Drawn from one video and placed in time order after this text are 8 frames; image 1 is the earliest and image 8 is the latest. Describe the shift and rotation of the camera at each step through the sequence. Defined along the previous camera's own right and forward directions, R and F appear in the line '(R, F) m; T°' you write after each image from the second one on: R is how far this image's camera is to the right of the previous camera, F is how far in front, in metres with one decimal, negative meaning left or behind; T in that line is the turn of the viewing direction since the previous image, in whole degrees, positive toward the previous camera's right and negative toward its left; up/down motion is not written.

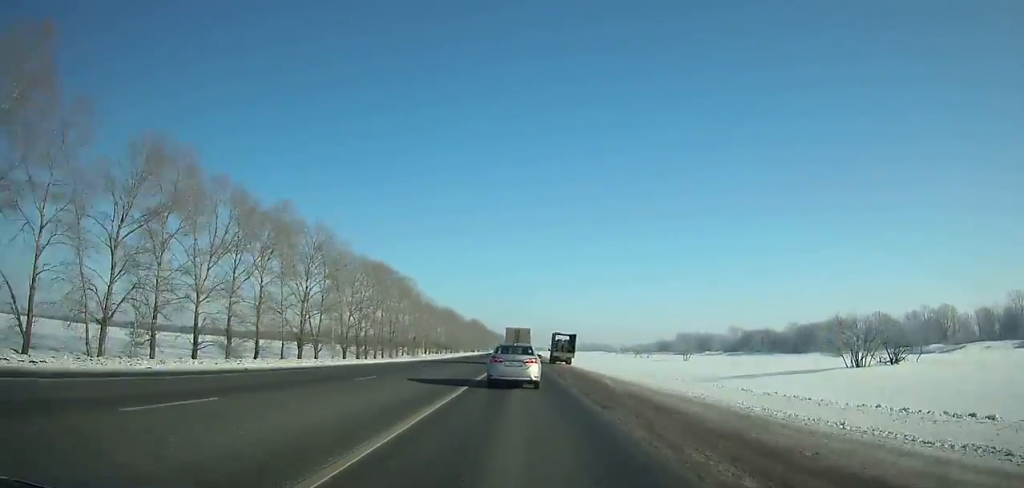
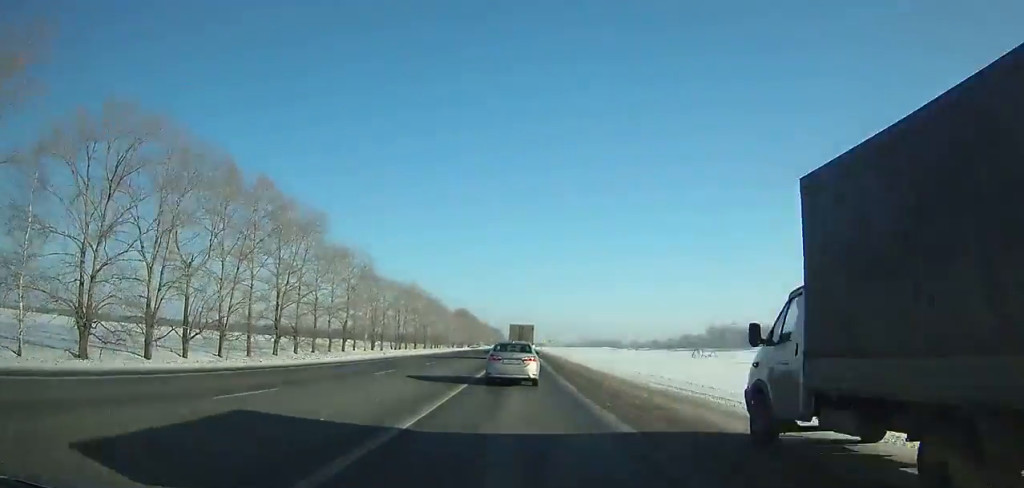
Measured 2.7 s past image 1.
(0.0, +57.2) m; 0°
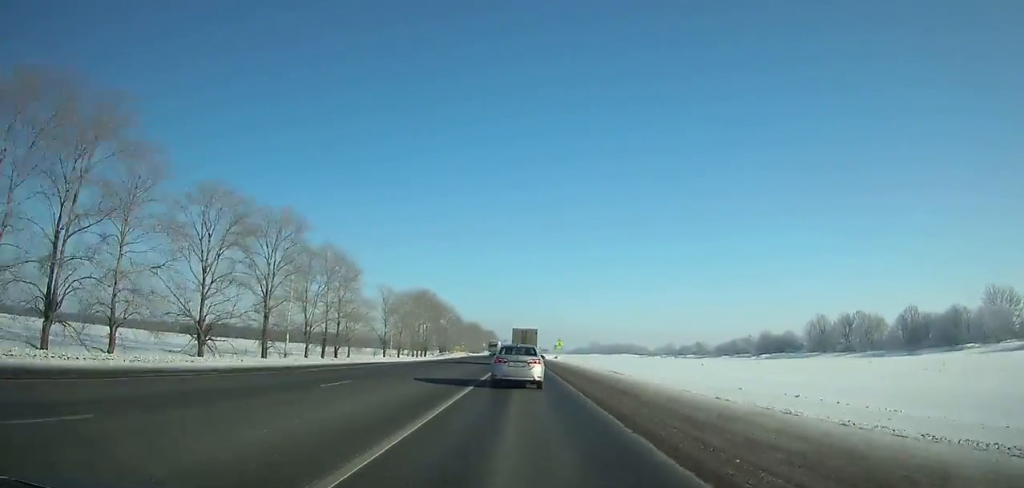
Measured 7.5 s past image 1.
(+0.2, +101.7) m; 0°
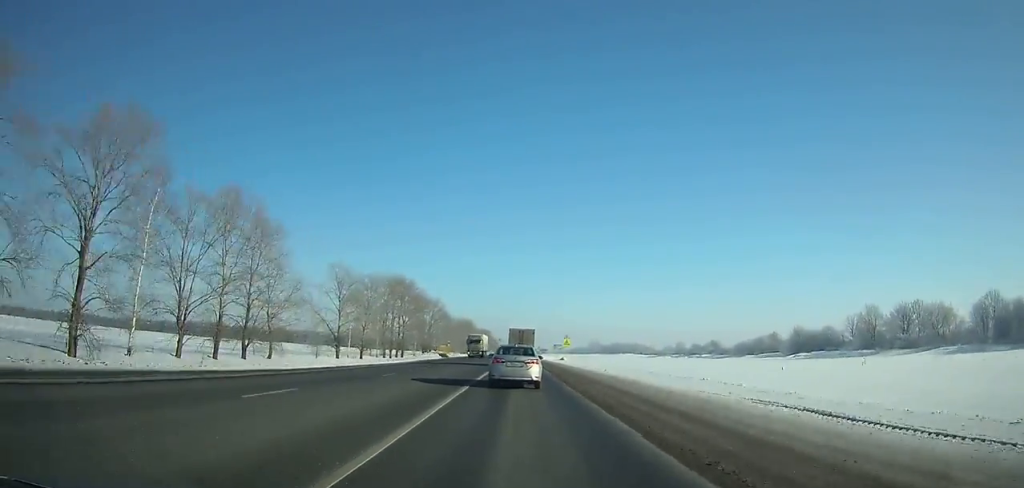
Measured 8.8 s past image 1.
(0.0, +27.5) m; 0°
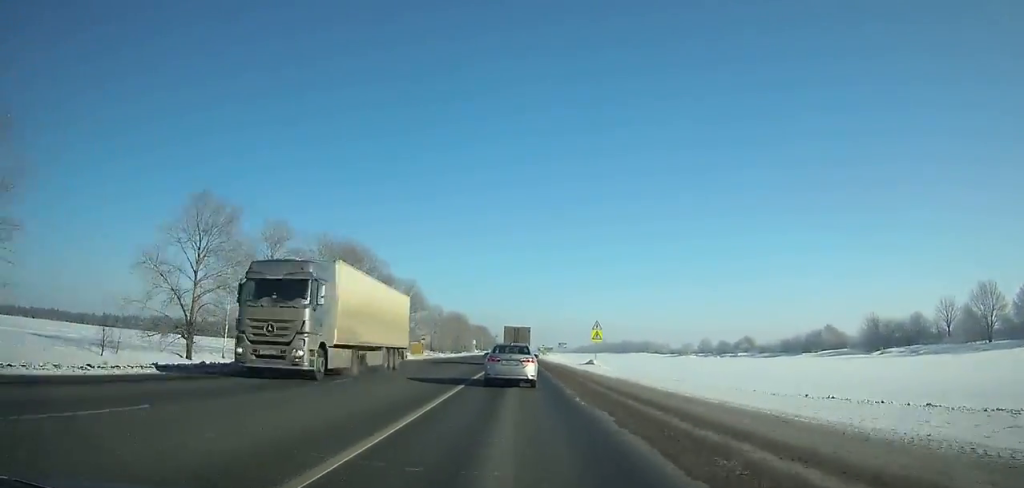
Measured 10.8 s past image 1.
(0.0, +42.0) m; 0°
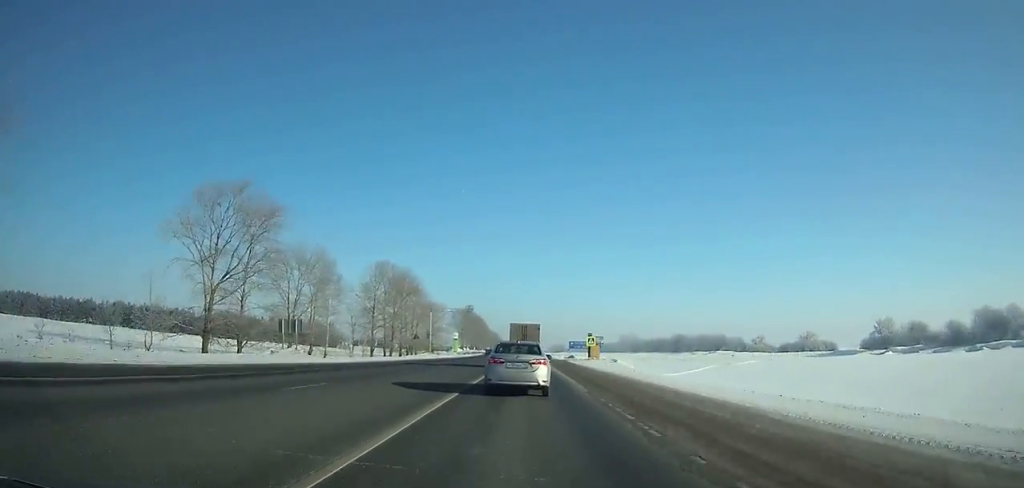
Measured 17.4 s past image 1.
(-0.5, +131.8) m; 0°
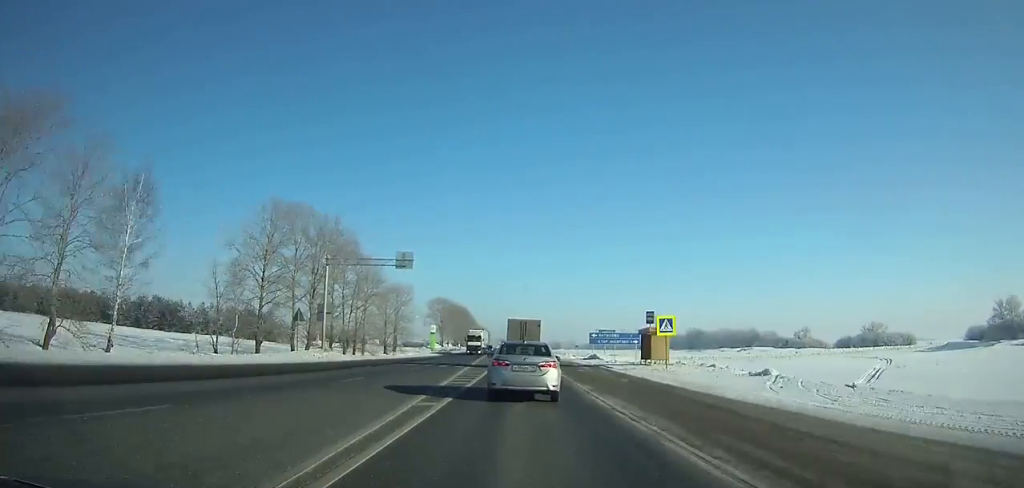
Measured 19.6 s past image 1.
(-0.1, +39.8) m; 0°
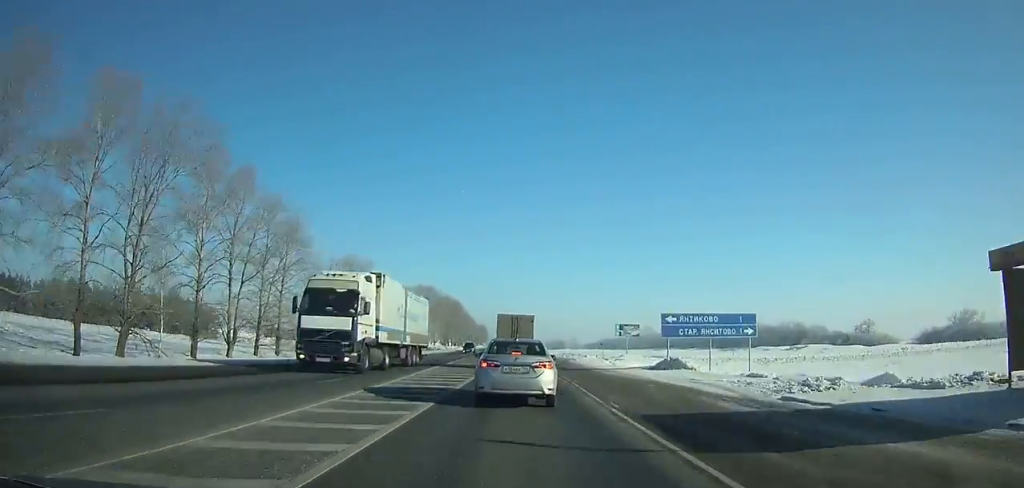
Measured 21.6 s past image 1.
(-0.1, +33.2) m; 0°
